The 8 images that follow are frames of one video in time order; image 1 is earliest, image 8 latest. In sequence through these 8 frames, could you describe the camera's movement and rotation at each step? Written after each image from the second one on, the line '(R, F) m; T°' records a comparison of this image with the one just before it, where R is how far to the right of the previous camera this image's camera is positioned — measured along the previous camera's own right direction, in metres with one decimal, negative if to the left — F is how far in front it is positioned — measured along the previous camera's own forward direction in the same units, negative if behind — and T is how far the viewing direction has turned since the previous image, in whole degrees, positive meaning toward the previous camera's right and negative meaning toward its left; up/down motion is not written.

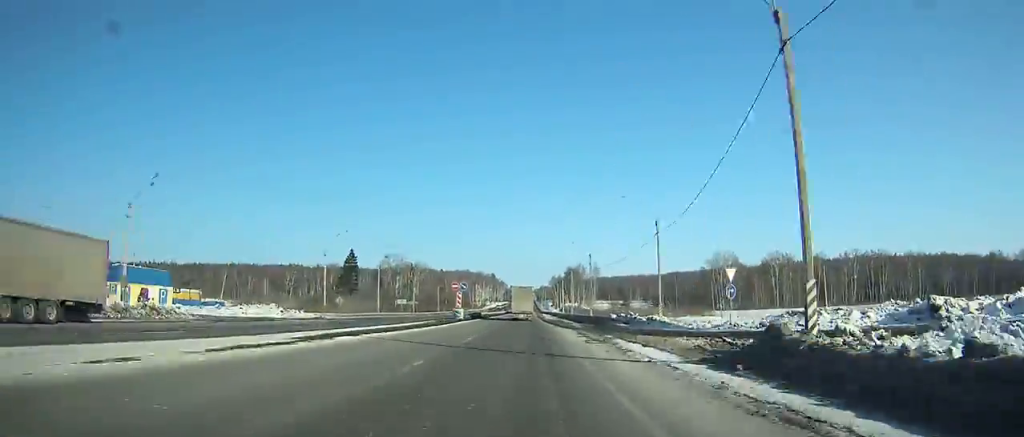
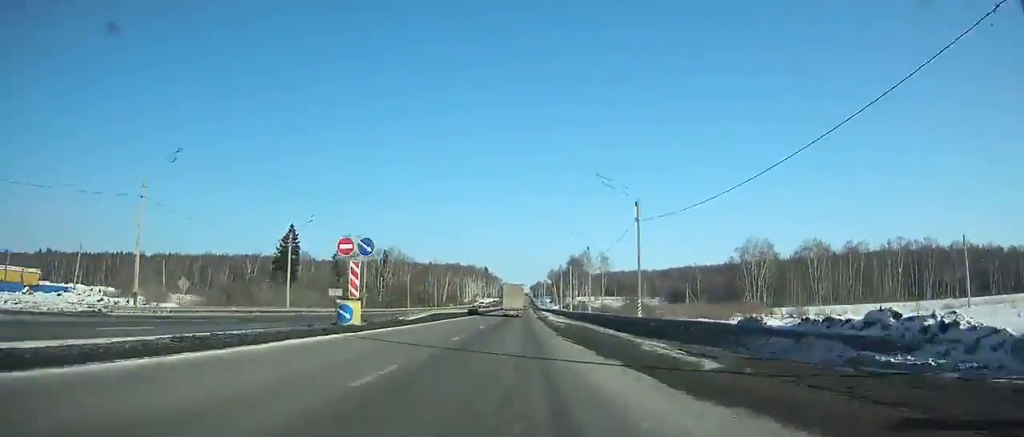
(-0.1, +38.4) m; 0°
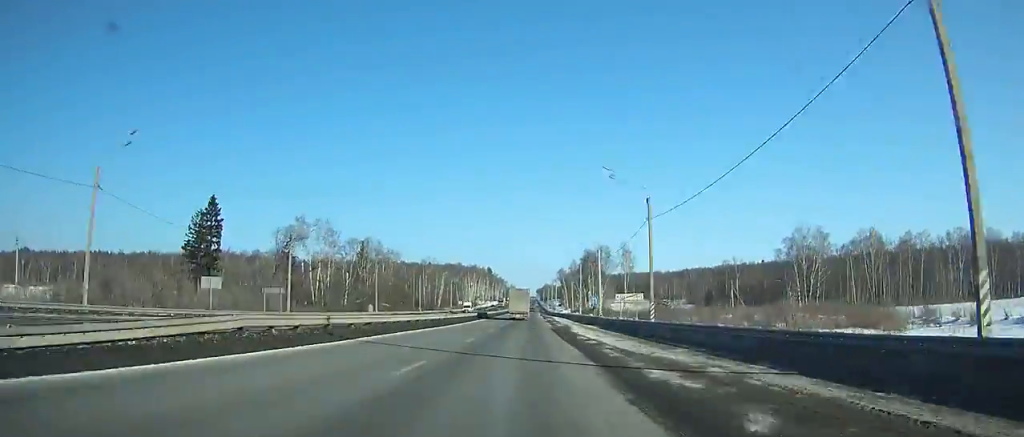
(-0.1, +34.3) m; 0°
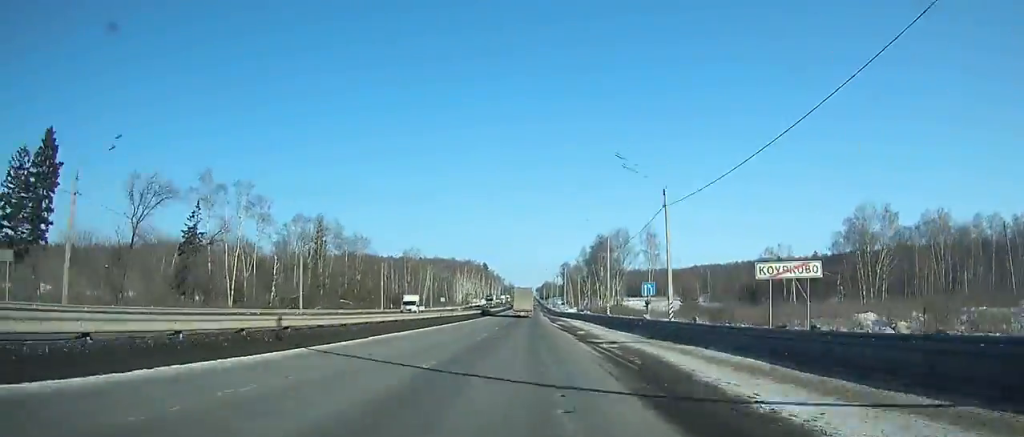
(-0.1, +34.6) m; 0°
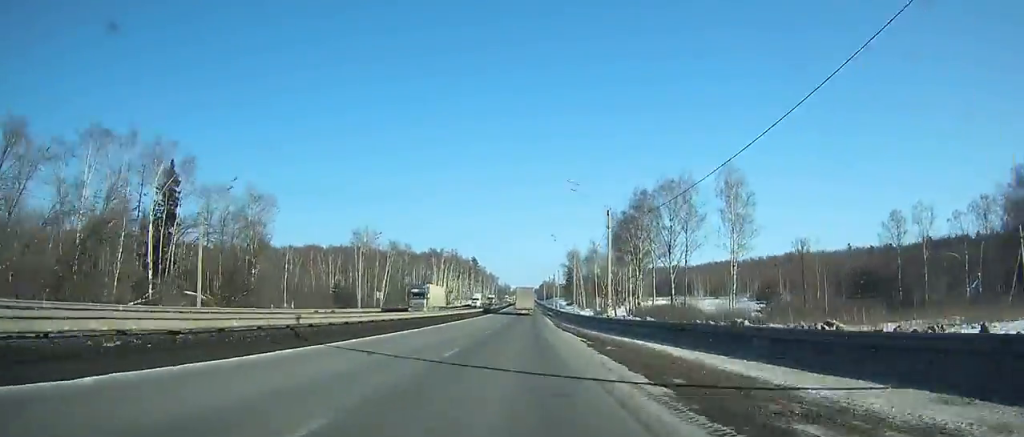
(0.0, +56.7) m; 0°
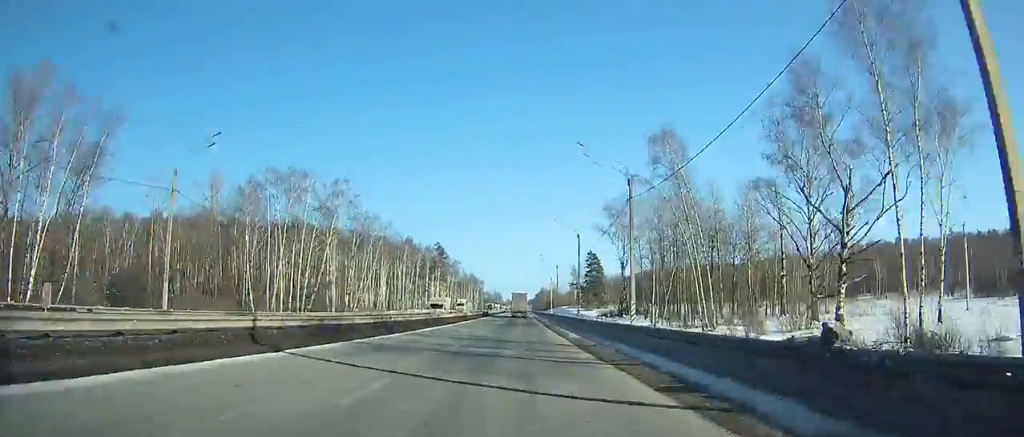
(+0.3, +115.7) m; 0°
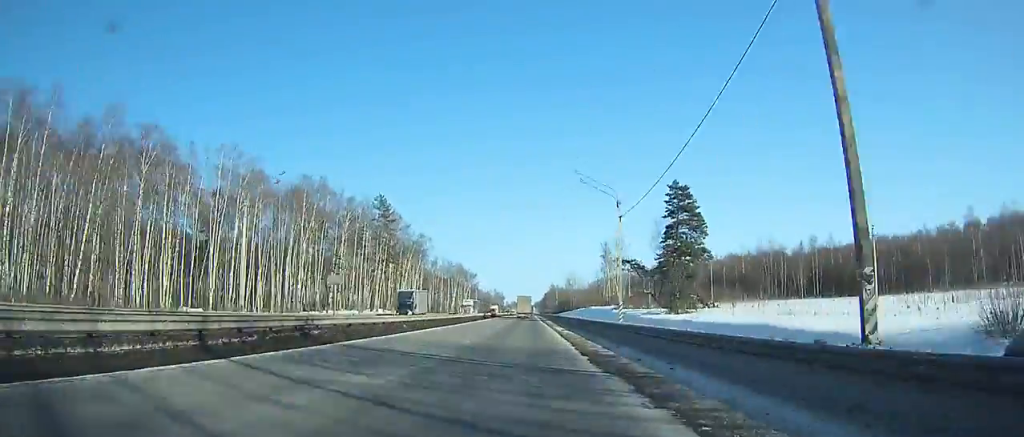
(-0.1, +93.8) m; 0°
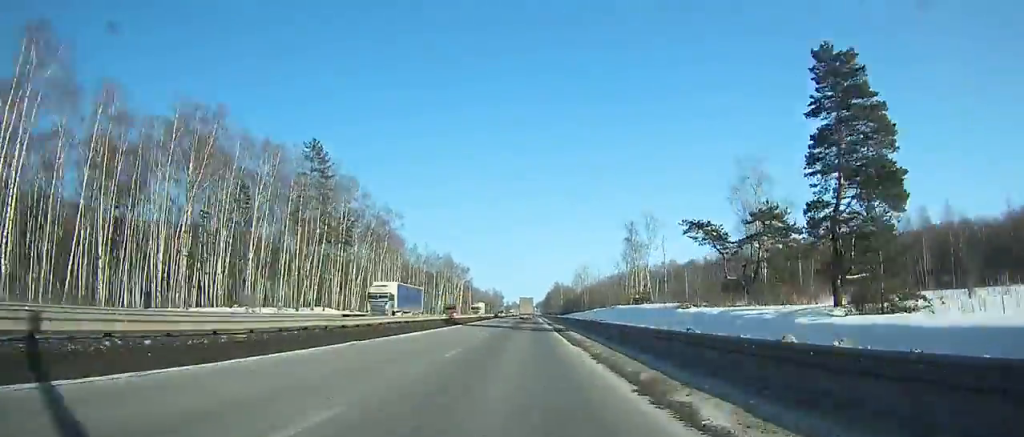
(0.0, +42.2) m; 0°
